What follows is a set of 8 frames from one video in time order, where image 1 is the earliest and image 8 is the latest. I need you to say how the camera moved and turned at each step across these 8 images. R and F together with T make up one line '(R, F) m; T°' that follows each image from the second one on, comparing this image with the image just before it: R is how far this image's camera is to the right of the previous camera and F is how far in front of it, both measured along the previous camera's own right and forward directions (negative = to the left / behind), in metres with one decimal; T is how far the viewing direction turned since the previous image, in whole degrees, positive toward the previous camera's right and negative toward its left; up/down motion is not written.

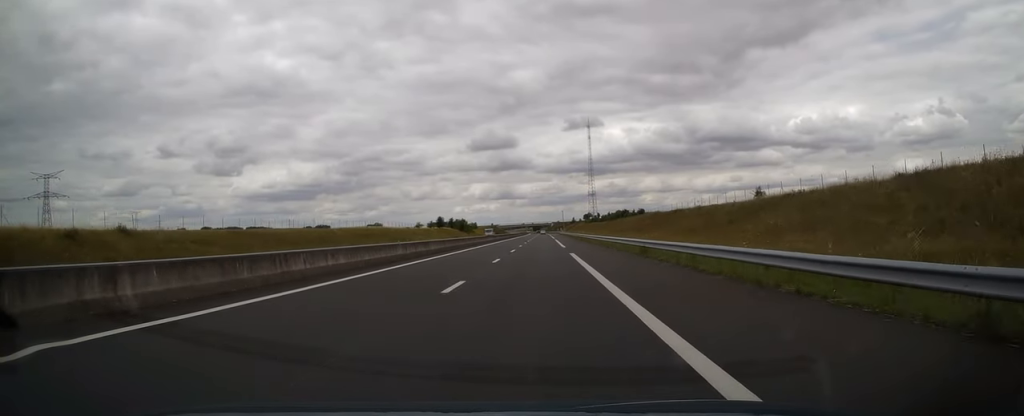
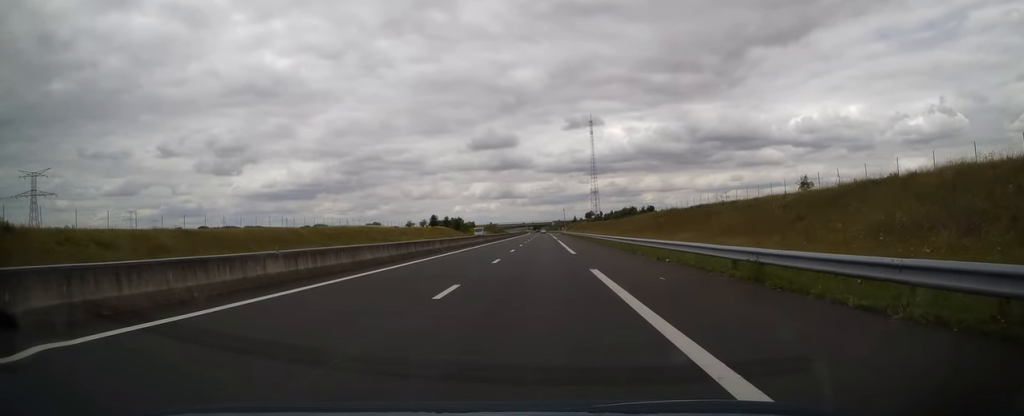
(0.0, +14.2) m; 0°
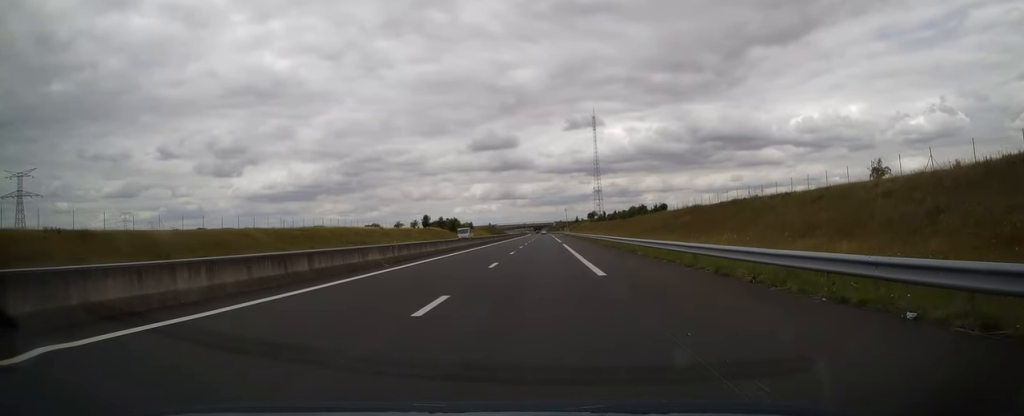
(-0.2, +15.2) m; 0°
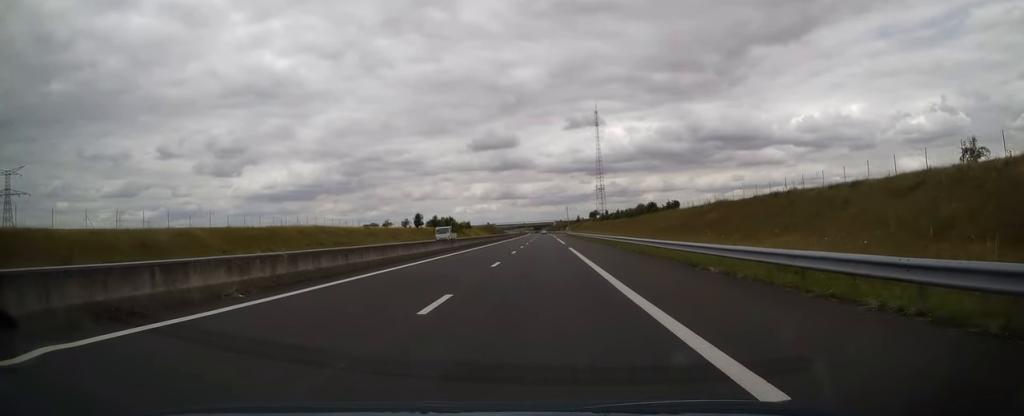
(0.0, +12.8) m; 0°
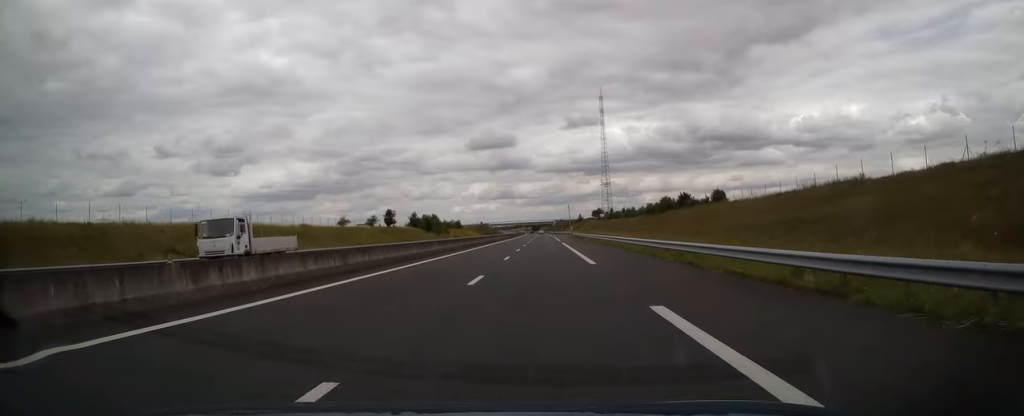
(+0.4, +33.3) m; +1°
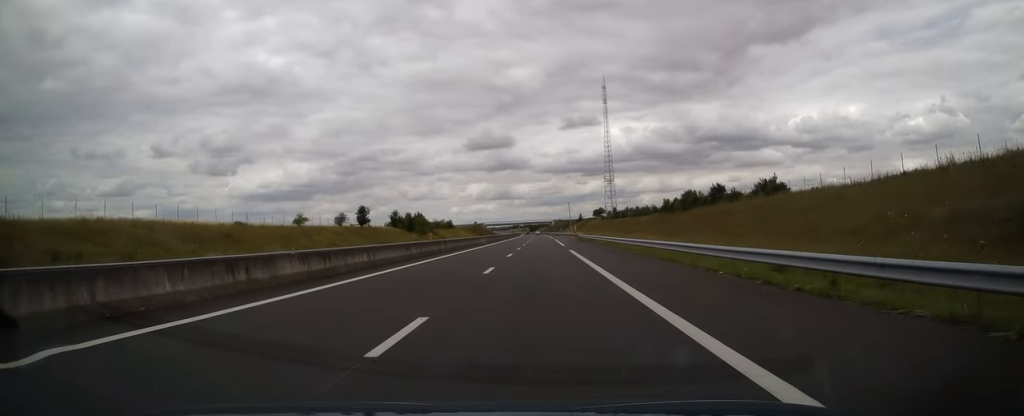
(0.0, +21.6) m; 0°
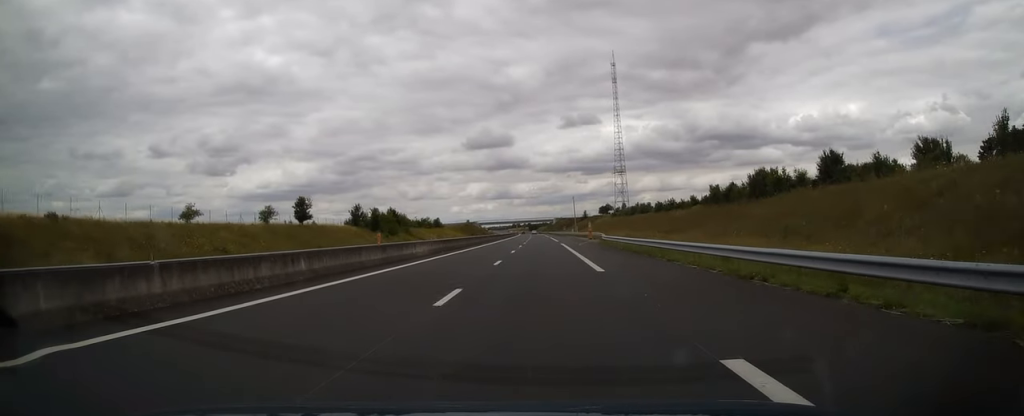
(0.0, +34.3) m; 0°
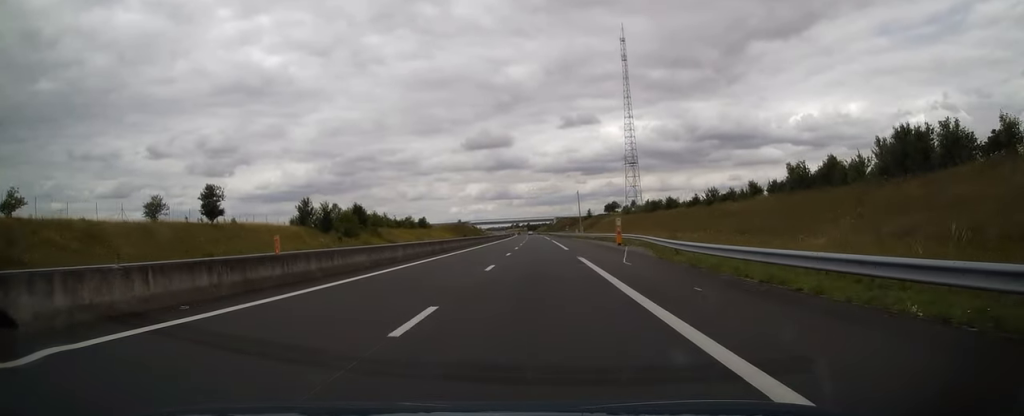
(0.0, +28.9) m; 0°
